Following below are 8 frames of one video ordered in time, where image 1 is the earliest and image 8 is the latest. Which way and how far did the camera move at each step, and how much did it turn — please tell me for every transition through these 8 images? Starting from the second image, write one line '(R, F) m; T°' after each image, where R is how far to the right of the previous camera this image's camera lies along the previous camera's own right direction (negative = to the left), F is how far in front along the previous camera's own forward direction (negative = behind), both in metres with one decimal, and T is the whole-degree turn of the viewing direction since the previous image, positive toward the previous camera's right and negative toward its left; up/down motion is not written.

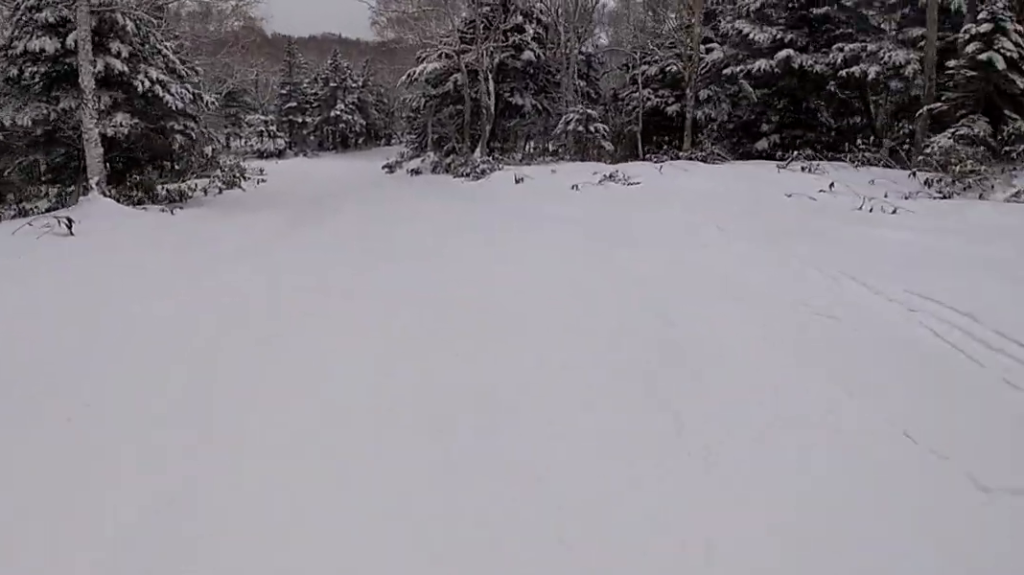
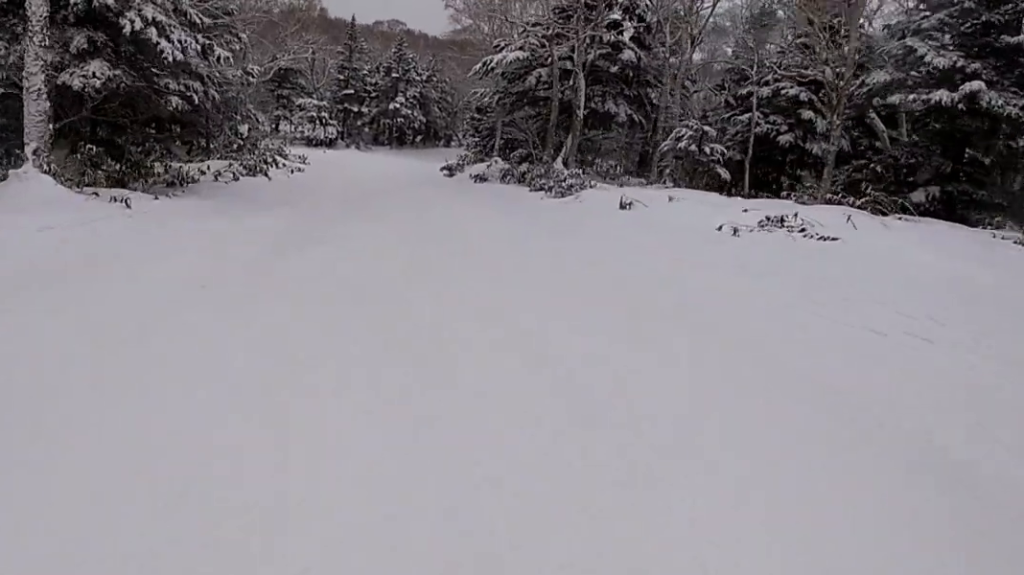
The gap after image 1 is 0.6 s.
(-0.7, +6.3) m; -2°
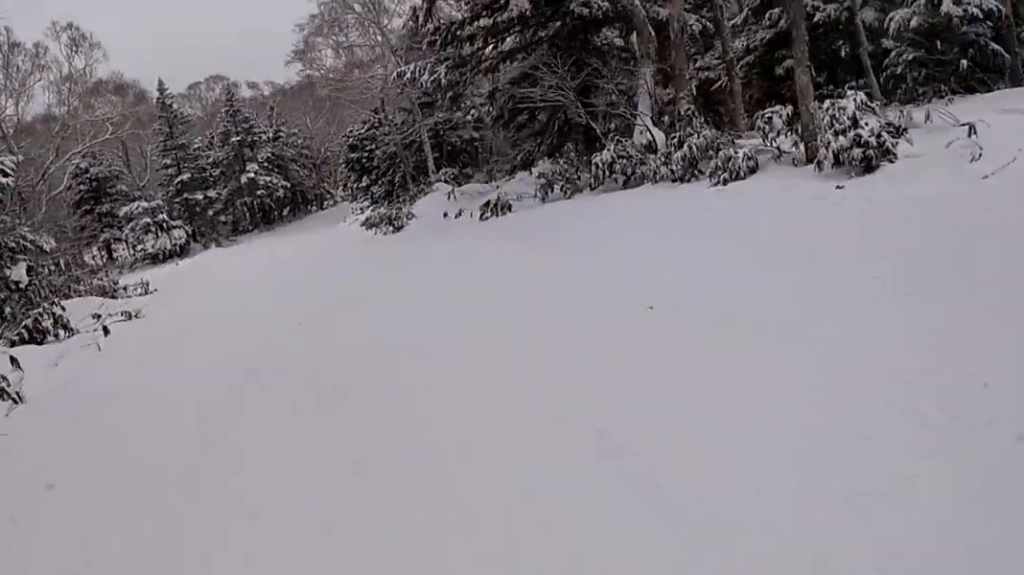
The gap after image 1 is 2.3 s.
(+2.8, +17.9) m; +13°
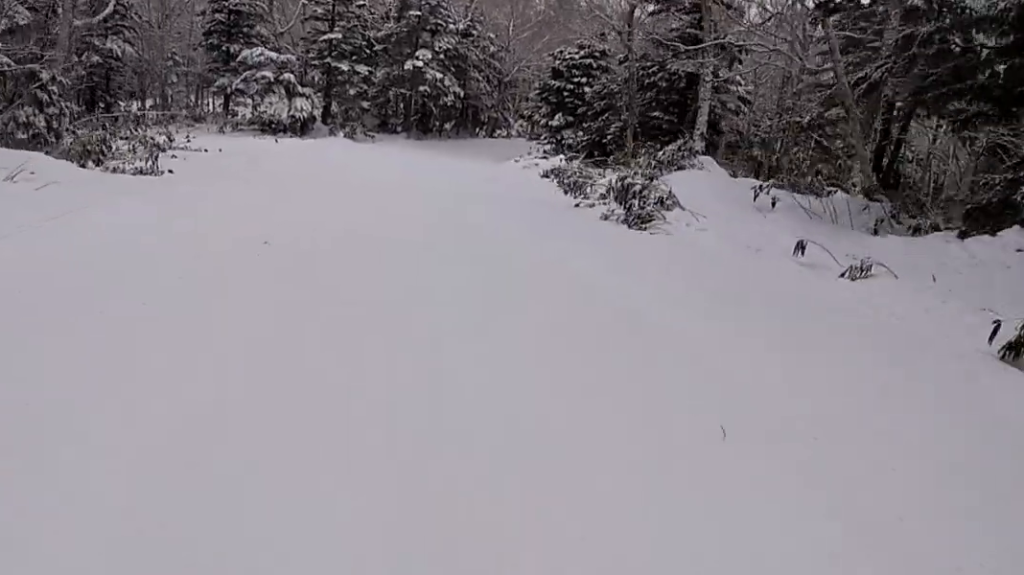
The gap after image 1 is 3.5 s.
(+0.2, +12.2) m; -3°
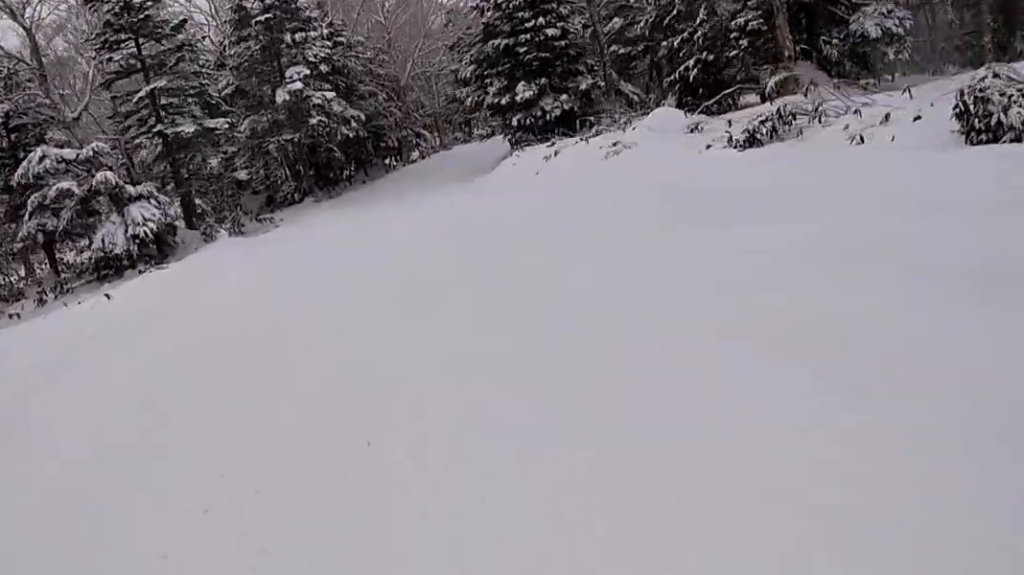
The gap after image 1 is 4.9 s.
(+0.1, +15.8) m; +6°
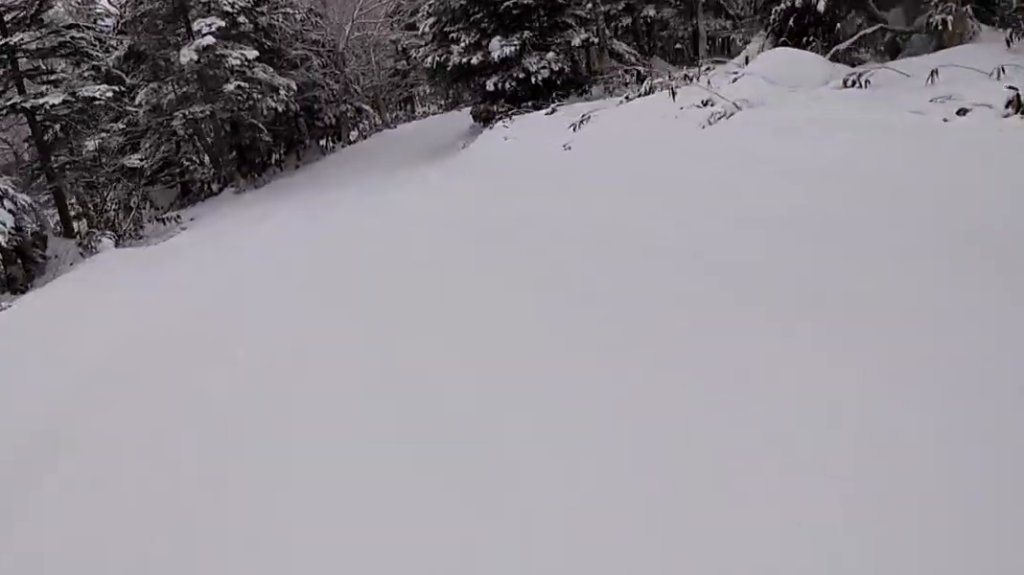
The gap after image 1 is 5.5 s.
(+0.8, +6.2) m; +3°
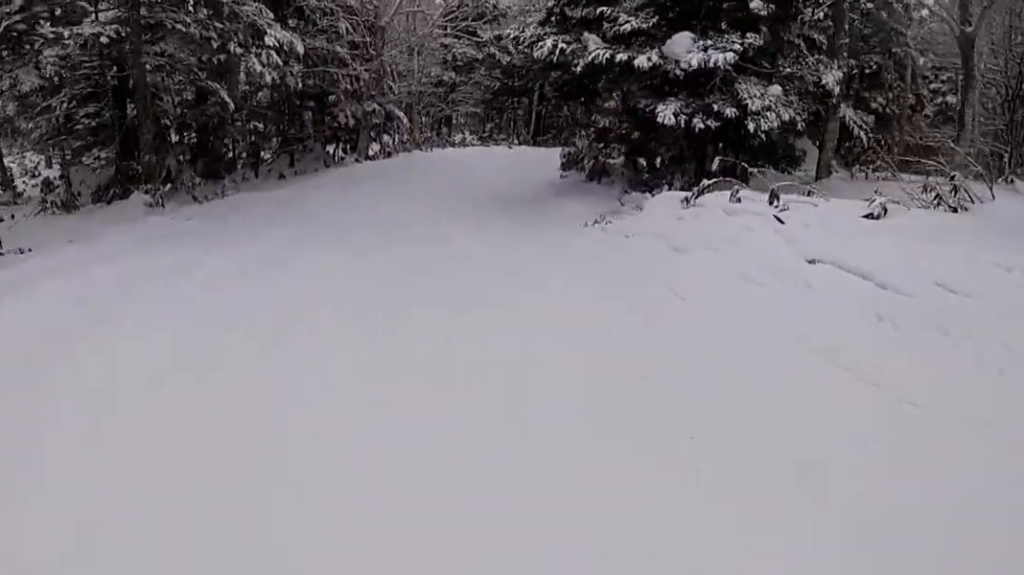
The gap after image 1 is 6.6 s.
(-0.5, +10.9) m; +8°
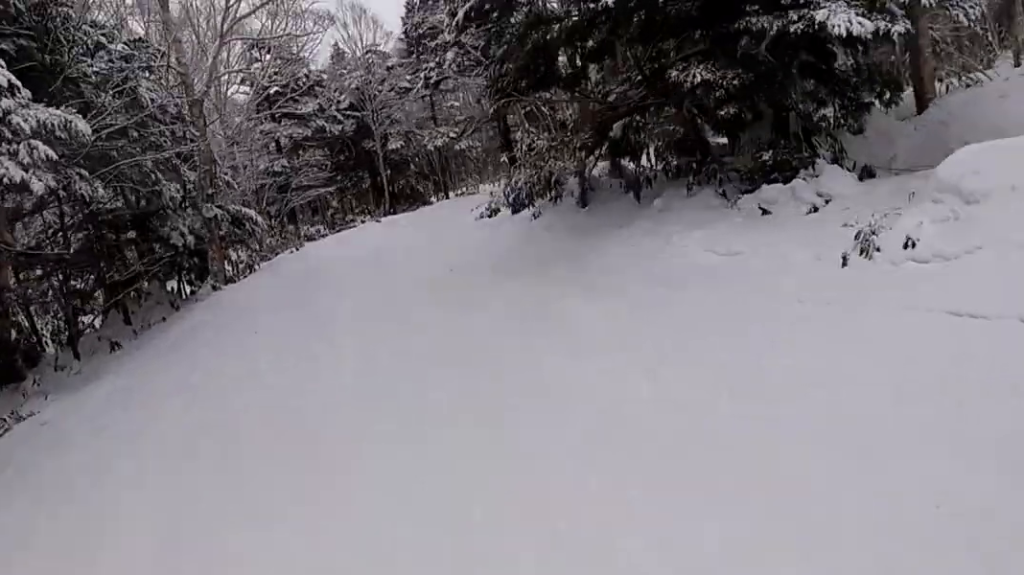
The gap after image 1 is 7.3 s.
(+1.2, +6.7) m; +13°
